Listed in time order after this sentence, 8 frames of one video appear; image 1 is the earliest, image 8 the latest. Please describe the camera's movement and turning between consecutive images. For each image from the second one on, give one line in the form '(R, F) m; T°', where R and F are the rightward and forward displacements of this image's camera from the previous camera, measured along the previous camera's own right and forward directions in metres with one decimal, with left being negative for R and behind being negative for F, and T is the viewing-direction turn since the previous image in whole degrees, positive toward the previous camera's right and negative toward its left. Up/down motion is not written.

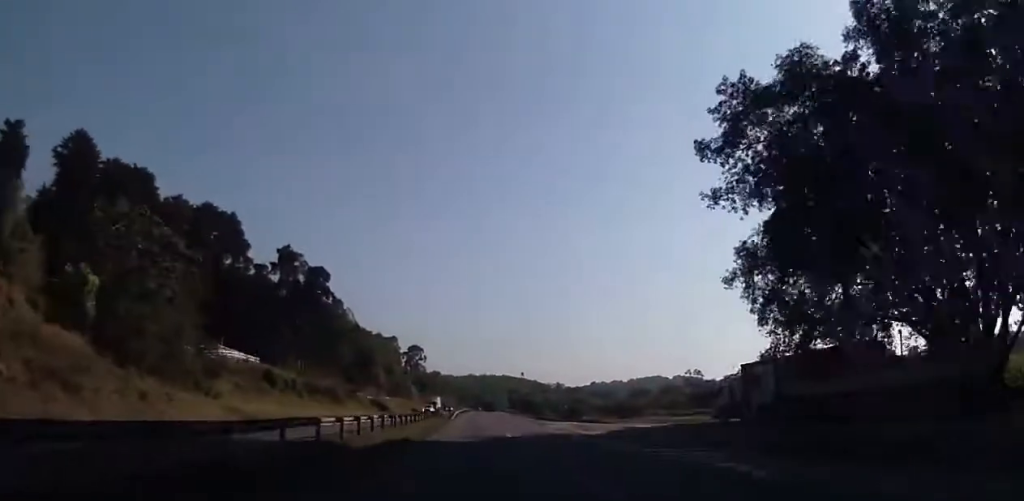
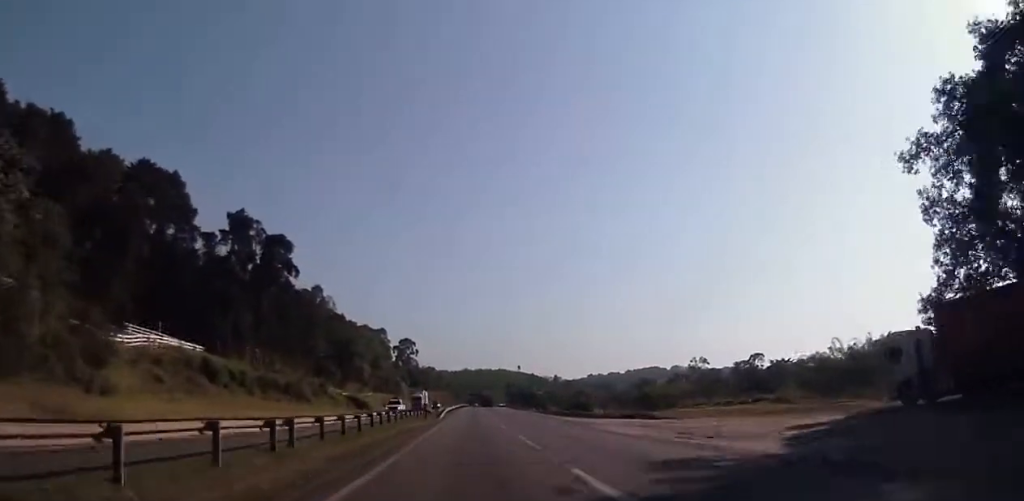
(-0.2, +24.3) m; 0°
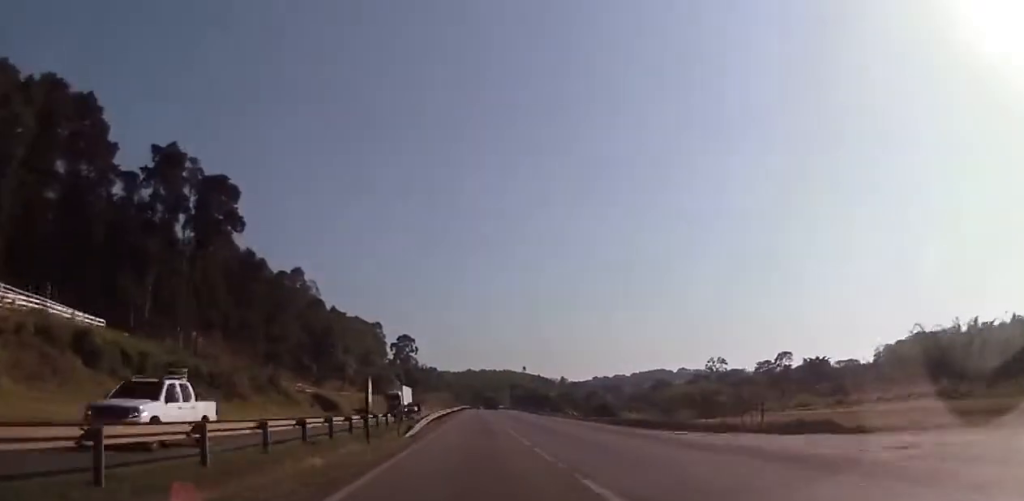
(0.0, +30.2) m; 0°
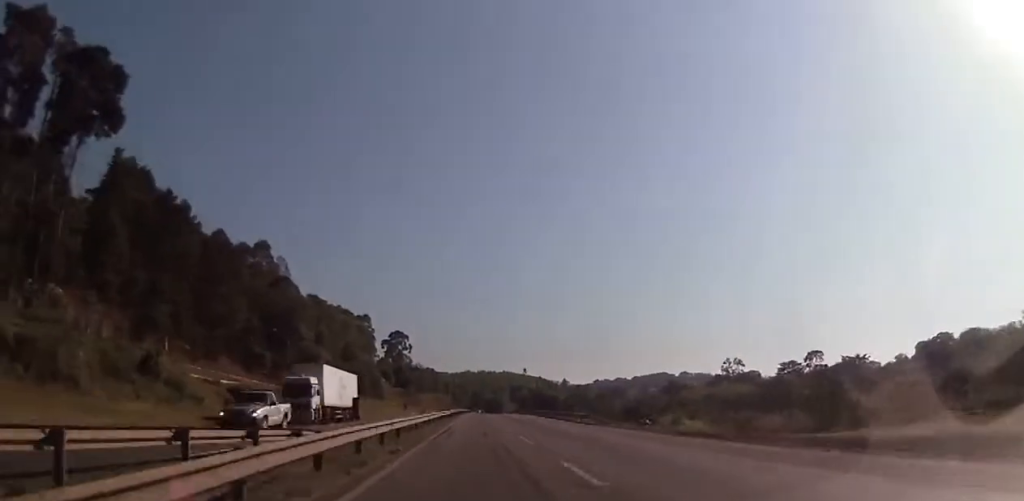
(0.0, +32.7) m; 0°
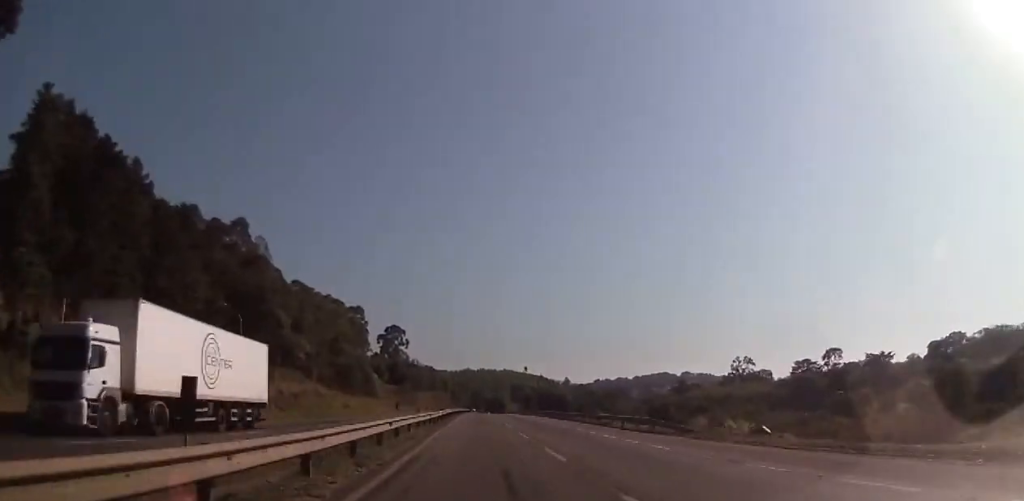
(+0.1, +17.2) m; 0°
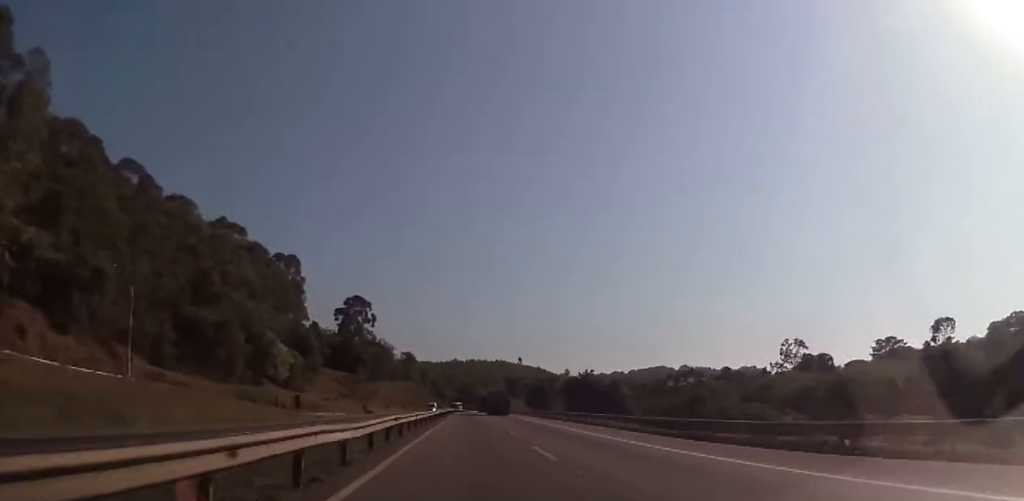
(+0.4, +84.8) m; +1°
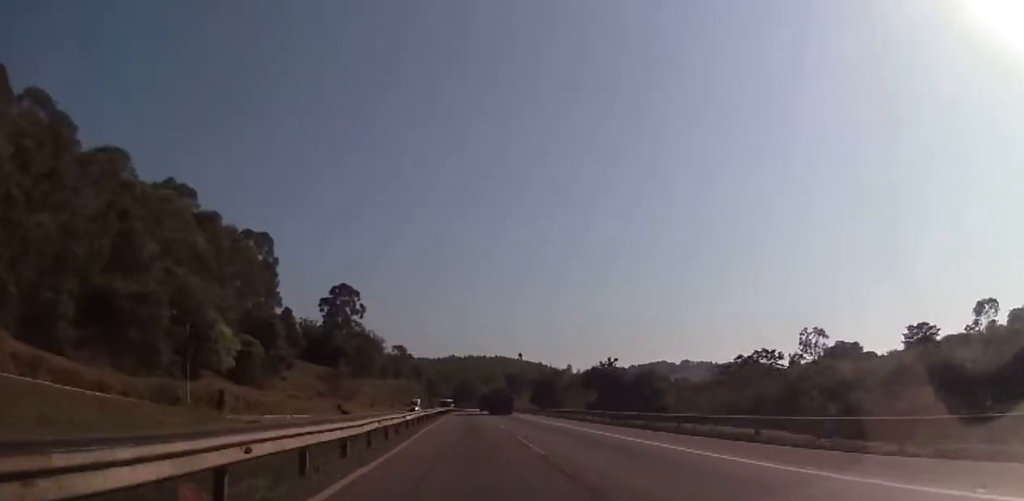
(-0.3, +23.5) m; 0°
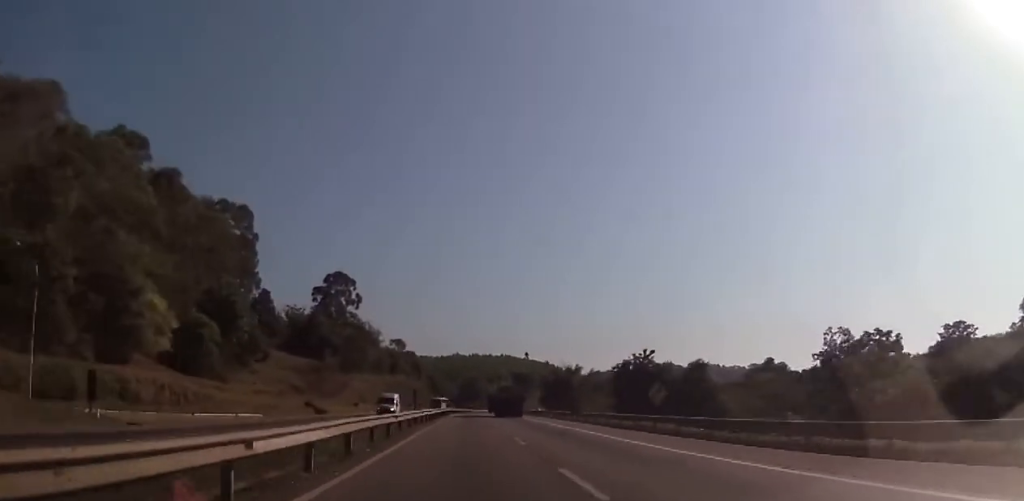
(-0.1, +19.9) m; 0°
